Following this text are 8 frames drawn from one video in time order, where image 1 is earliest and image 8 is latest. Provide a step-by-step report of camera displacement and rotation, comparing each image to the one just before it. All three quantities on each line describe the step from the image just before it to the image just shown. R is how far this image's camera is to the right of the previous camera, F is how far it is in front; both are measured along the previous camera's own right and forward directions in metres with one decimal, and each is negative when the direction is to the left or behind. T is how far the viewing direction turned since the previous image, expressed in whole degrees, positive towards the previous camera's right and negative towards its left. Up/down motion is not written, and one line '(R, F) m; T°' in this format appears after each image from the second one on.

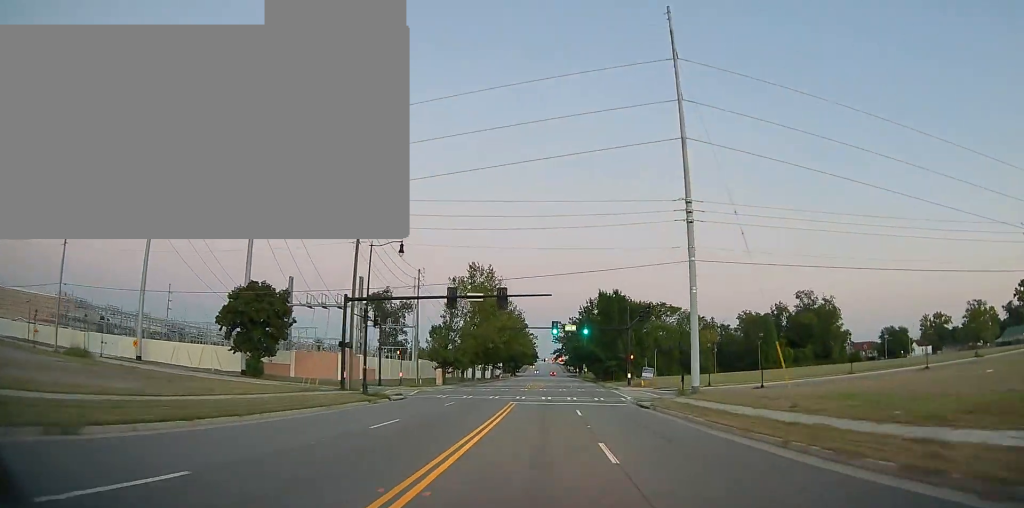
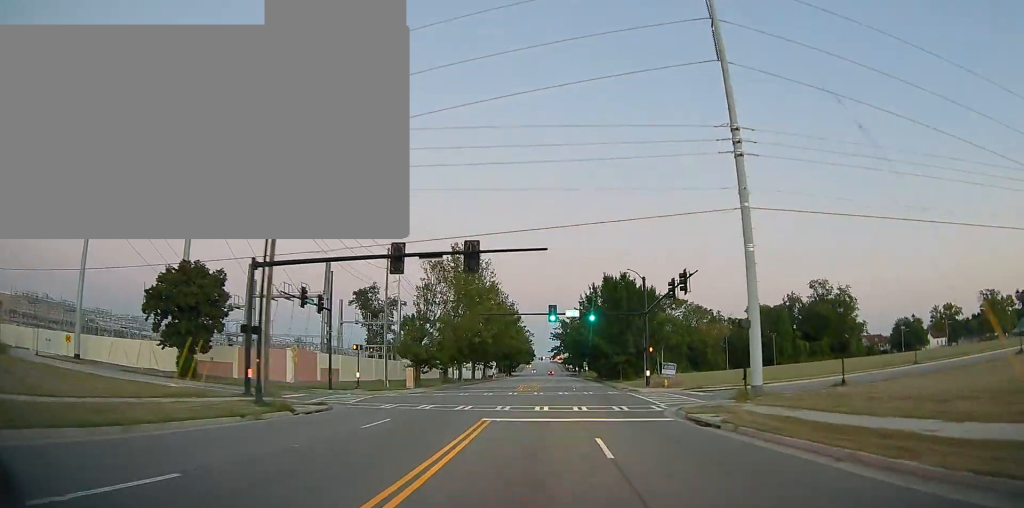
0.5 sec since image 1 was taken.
(0.0, +12.4) m; 0°
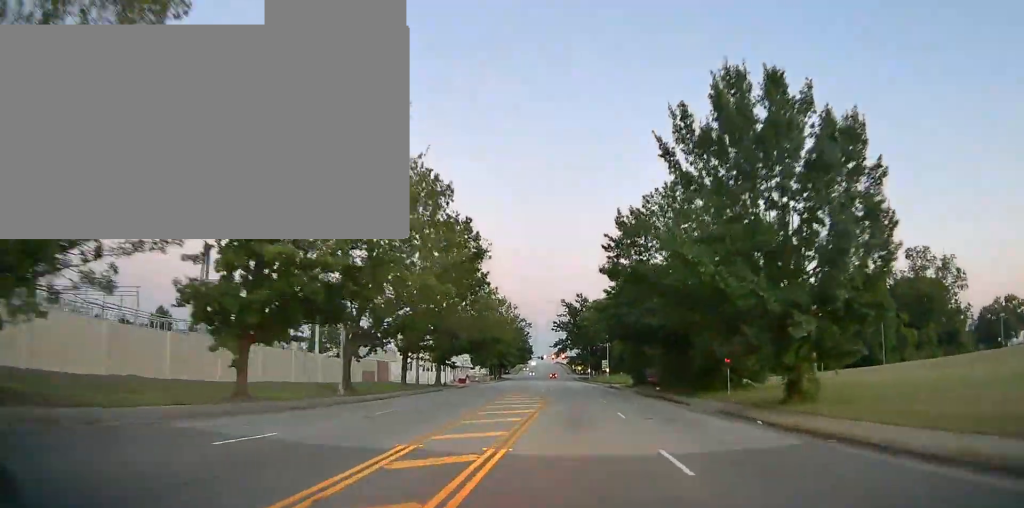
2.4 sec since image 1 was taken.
(+0.1, +50.0) m; 0°
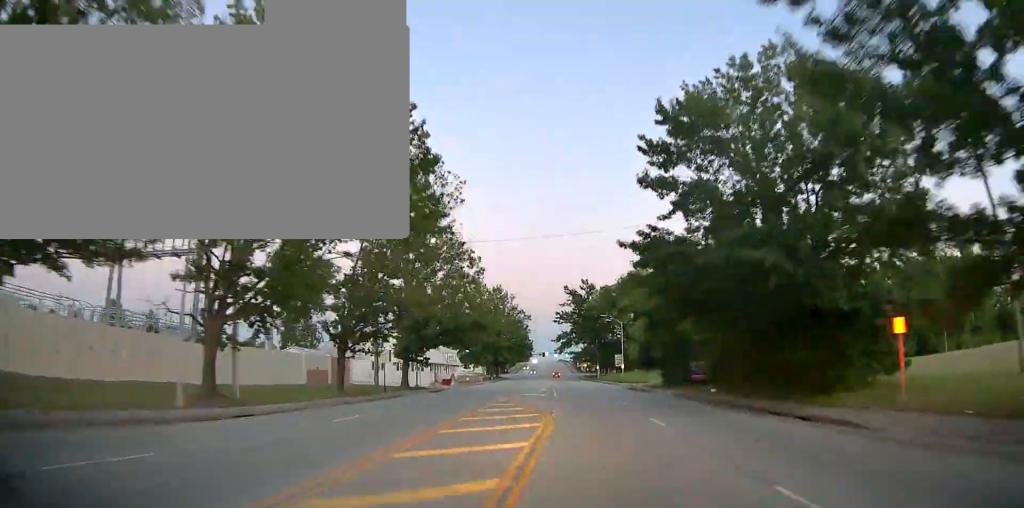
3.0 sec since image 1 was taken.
(-0.1, +17.2) m; 0°
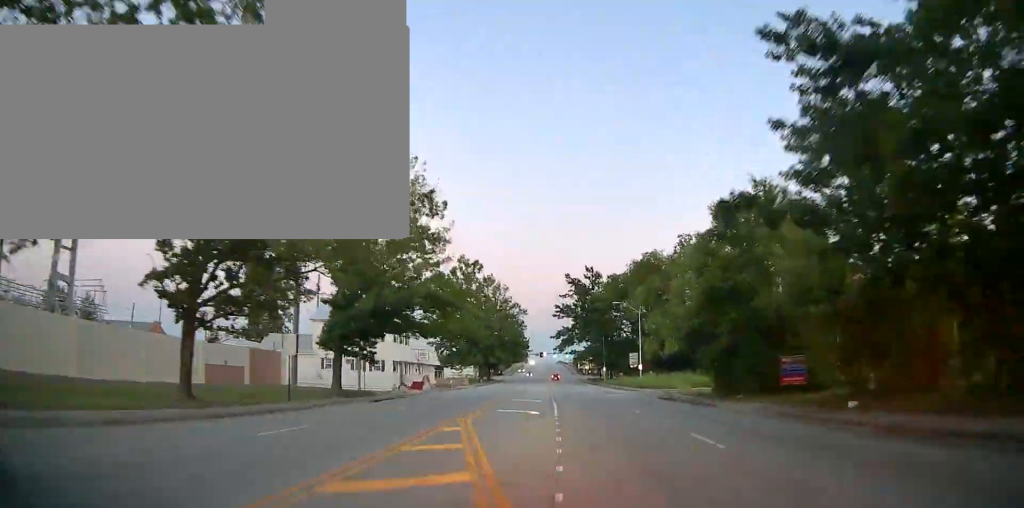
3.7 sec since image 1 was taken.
(0.0, +17.1) m; 0°
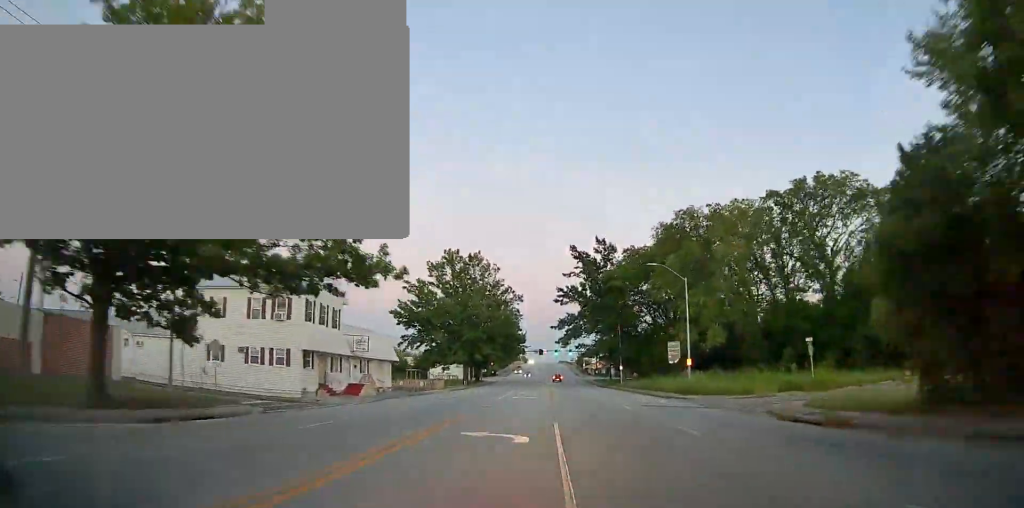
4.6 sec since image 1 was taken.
(0.0, +22.0) m; 0°
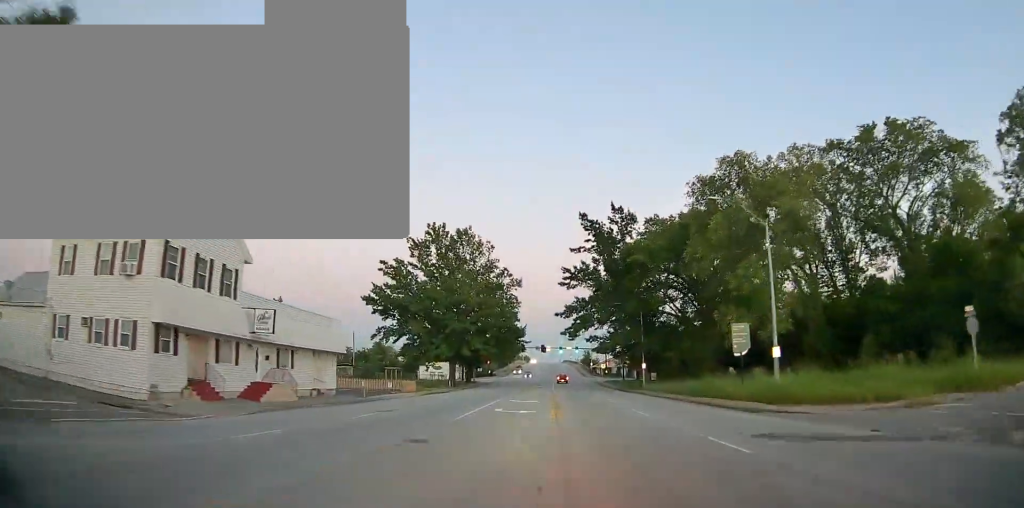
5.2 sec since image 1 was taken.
(-0.1, +15.9) m; -1°
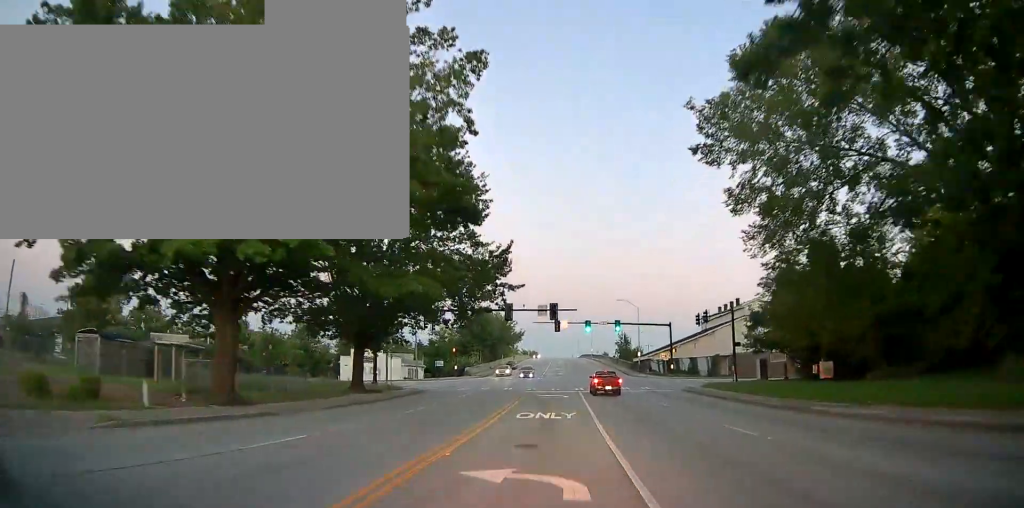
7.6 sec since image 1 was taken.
(-0.4, +59.0) m; -1°
